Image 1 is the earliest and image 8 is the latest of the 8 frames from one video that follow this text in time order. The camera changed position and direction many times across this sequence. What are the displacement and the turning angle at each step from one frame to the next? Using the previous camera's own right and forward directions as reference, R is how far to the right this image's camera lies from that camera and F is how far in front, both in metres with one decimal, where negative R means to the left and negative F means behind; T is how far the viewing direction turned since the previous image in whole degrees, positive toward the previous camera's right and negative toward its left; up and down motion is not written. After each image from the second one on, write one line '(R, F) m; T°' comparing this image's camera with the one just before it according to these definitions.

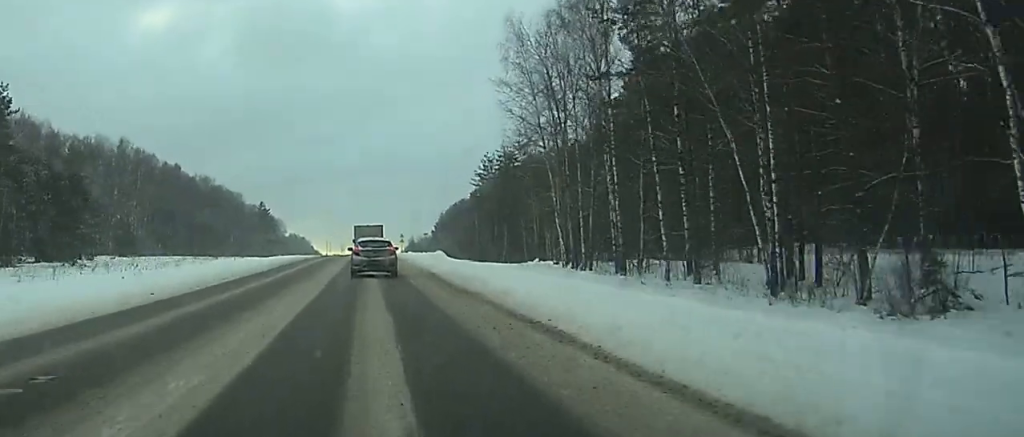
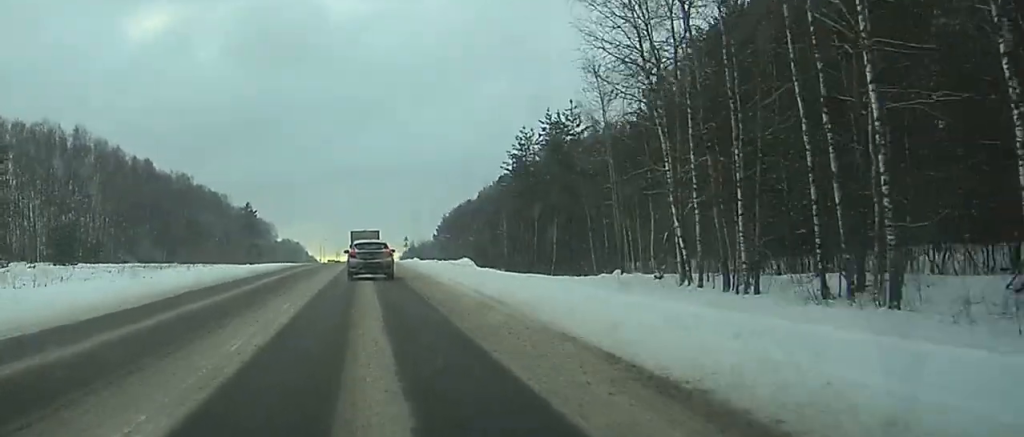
(+0.1, +28.4) m; 0°
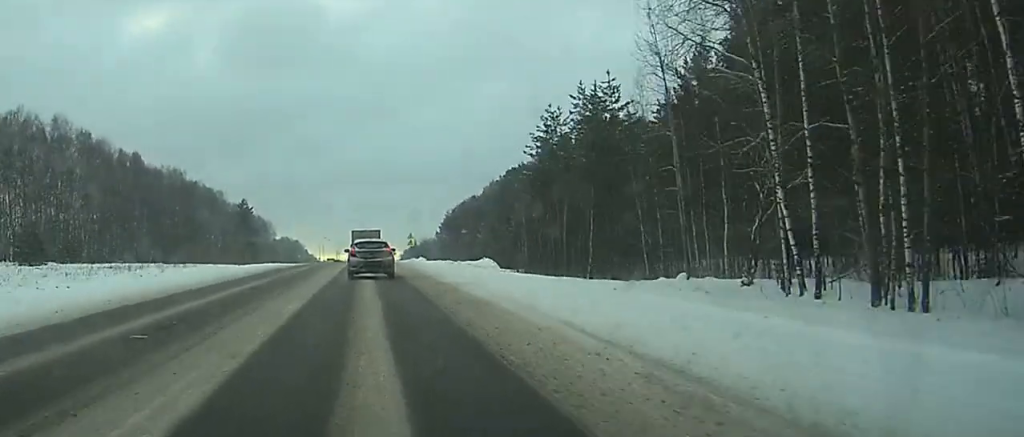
(+0.1, +12.2) m; 0°
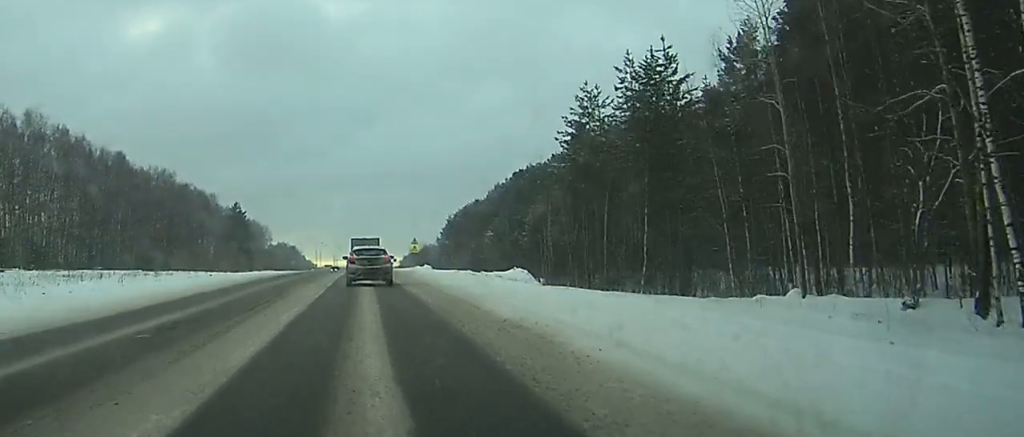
(0.0, +13.3) m; 0°
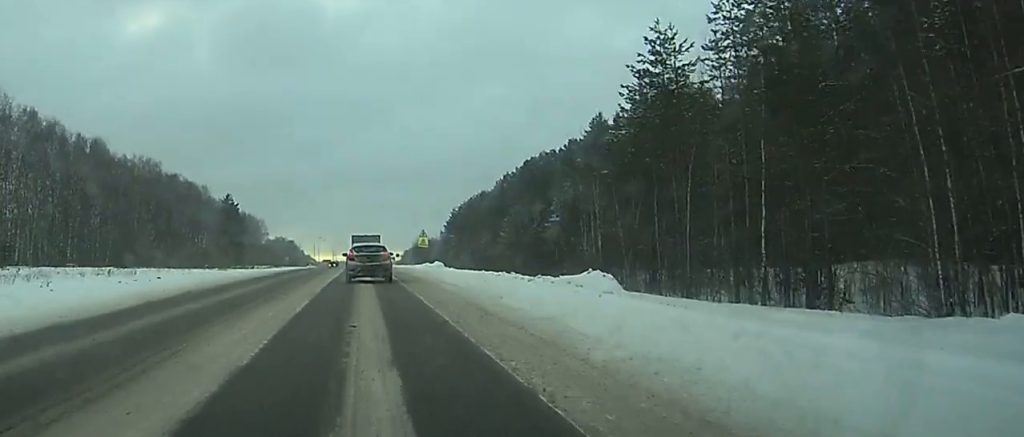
(0.0, +16.5) m; 0°
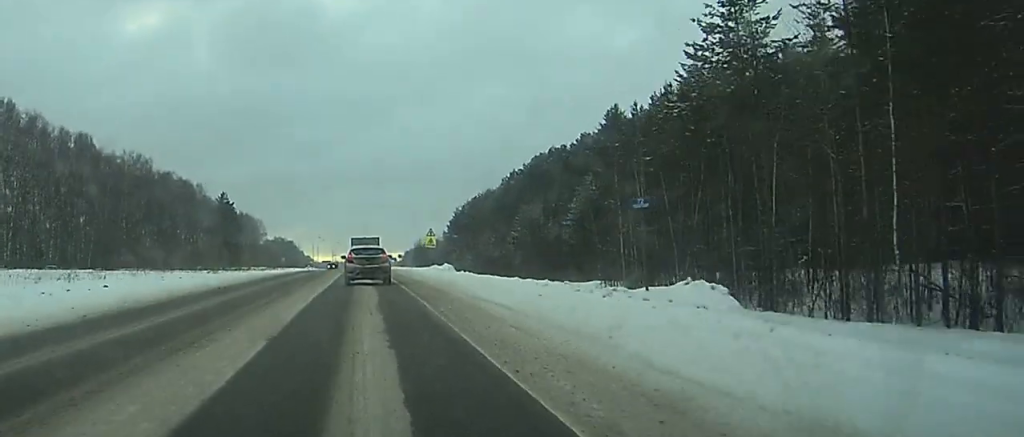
(0.0, +10.2) m; 0°
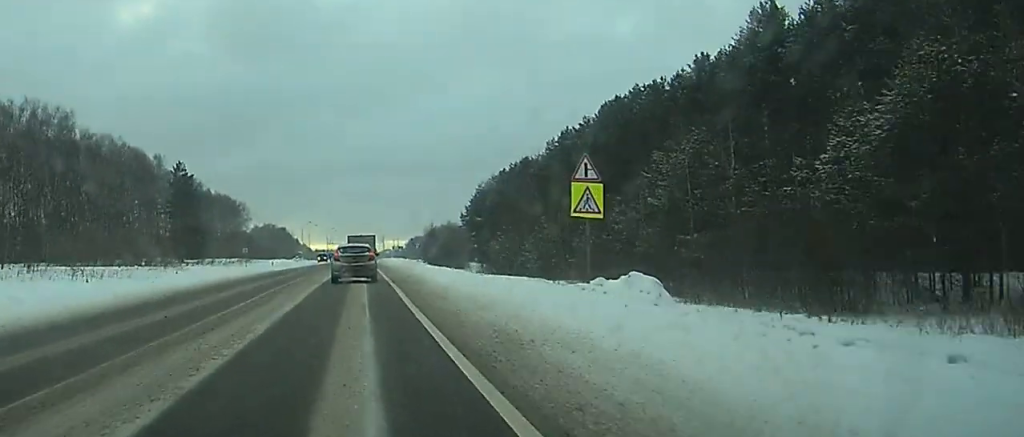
(0.0, +54.1) m; 0°
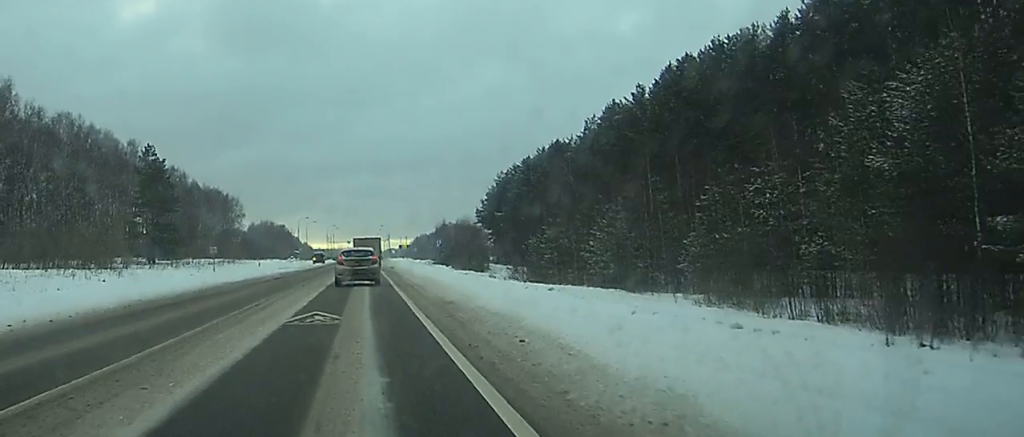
(0.0, +25.0) m; 0°
